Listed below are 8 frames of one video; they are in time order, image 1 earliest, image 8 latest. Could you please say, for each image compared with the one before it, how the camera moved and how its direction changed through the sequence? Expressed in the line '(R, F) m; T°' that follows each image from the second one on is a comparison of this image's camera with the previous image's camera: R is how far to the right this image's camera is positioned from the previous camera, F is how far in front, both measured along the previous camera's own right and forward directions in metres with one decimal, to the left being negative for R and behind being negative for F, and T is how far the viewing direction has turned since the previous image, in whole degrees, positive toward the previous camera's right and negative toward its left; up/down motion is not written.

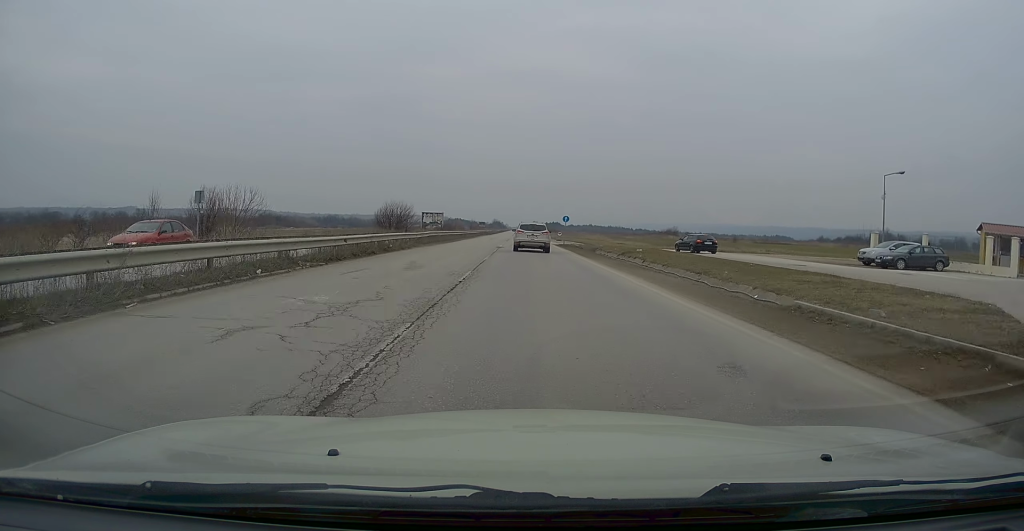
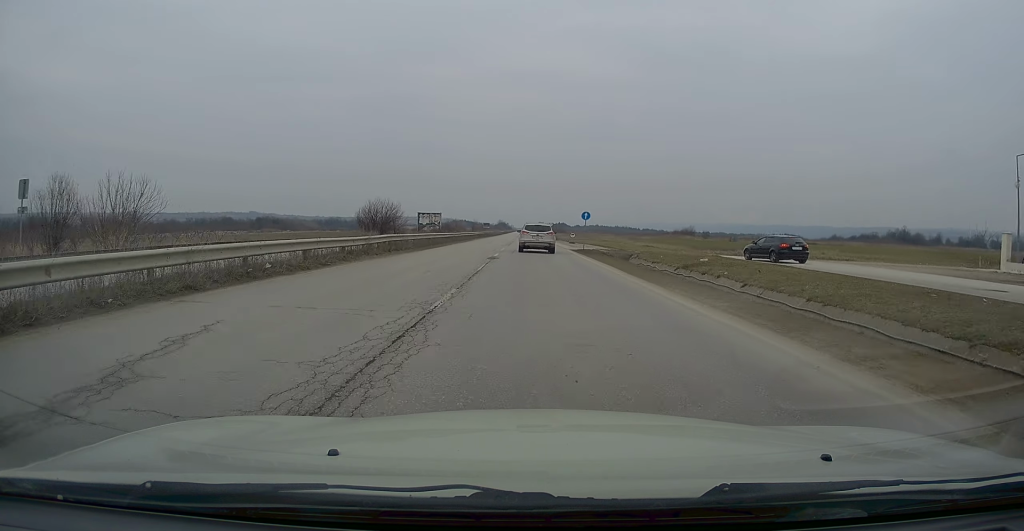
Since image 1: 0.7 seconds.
(-0.1, +13.5) m; 0°
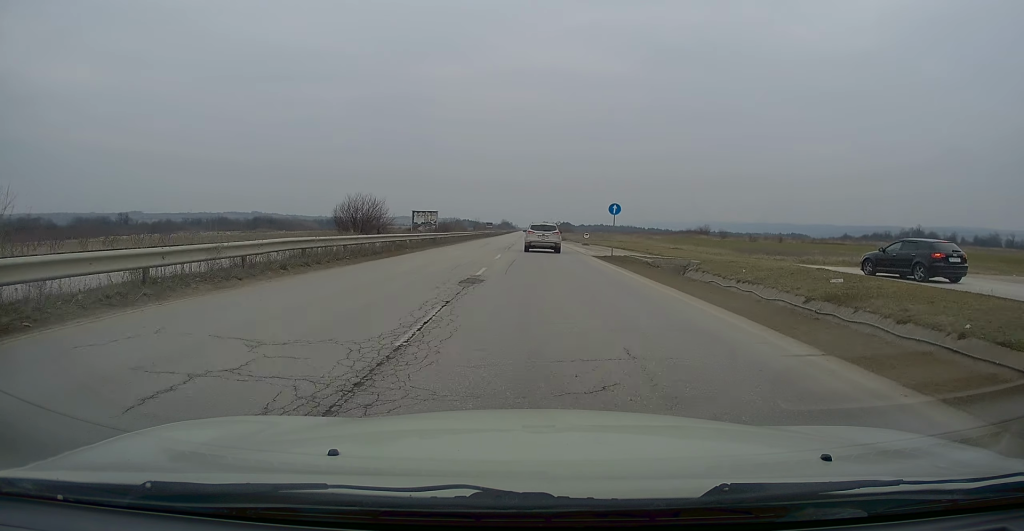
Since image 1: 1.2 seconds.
(0.0, +11.6) m; 0°
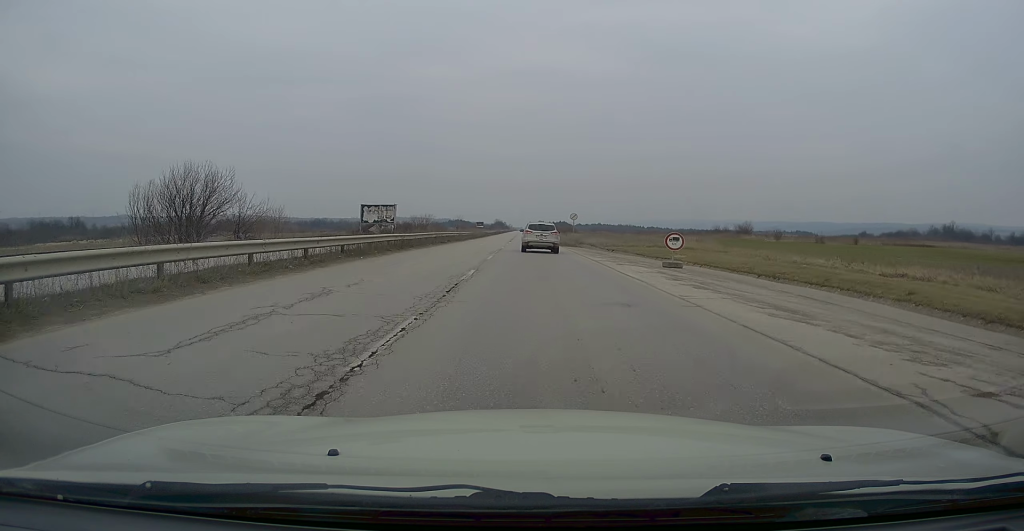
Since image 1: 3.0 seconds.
(-0.2, +37.0) m; -1°
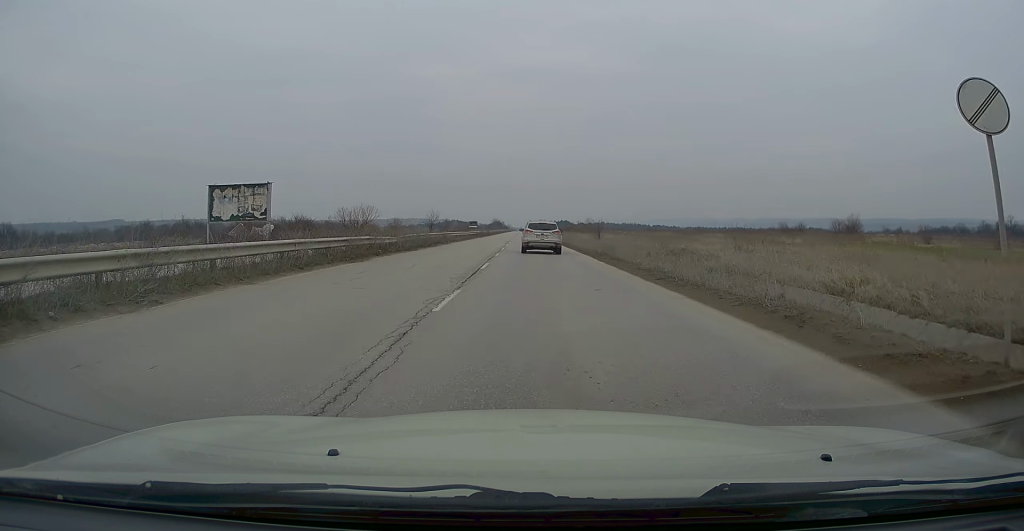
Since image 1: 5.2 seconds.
(+0.6, +47.3) m; +1°
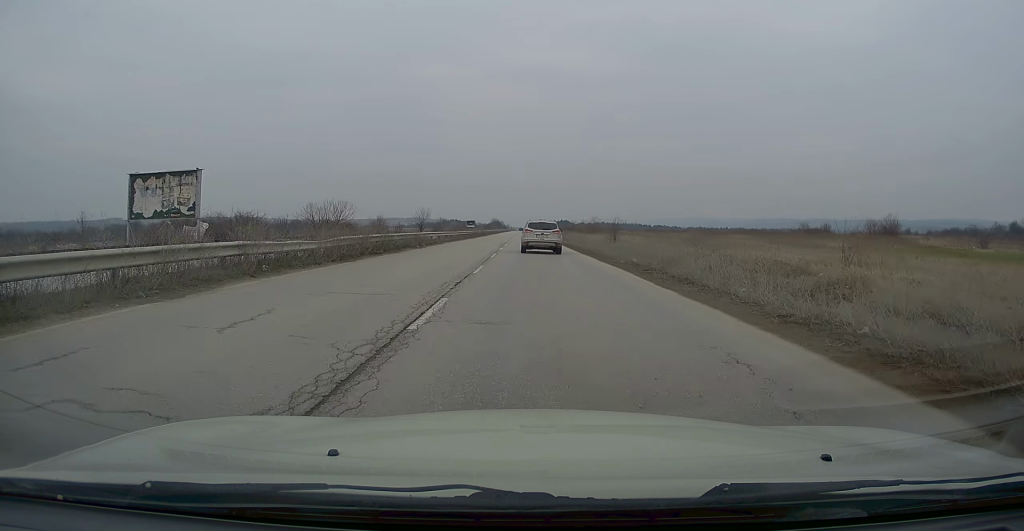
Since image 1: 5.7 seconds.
(-0.2, +10.8) m; 0°
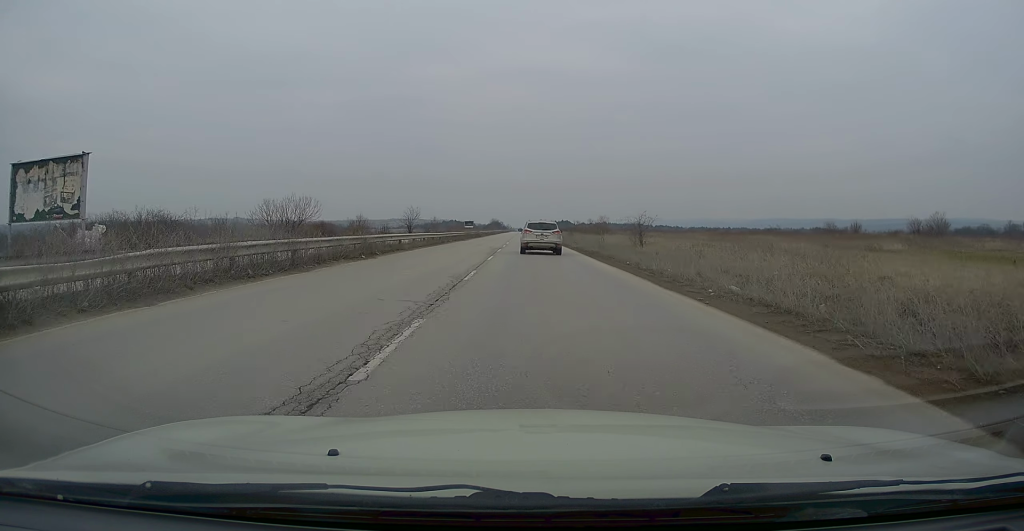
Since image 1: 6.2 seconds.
(0.0, +10.9) m; 0°
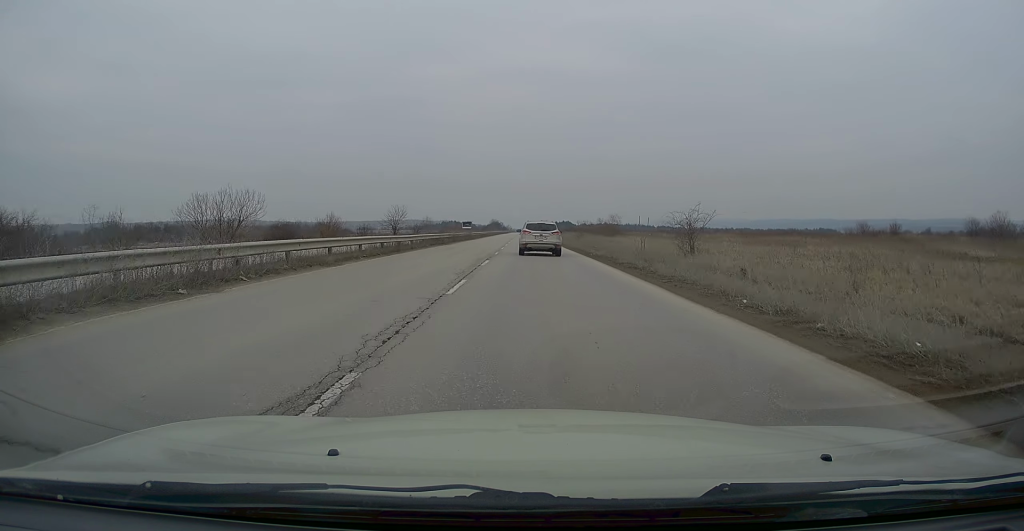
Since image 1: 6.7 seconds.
(+0.2, +11.7) m; 0°
